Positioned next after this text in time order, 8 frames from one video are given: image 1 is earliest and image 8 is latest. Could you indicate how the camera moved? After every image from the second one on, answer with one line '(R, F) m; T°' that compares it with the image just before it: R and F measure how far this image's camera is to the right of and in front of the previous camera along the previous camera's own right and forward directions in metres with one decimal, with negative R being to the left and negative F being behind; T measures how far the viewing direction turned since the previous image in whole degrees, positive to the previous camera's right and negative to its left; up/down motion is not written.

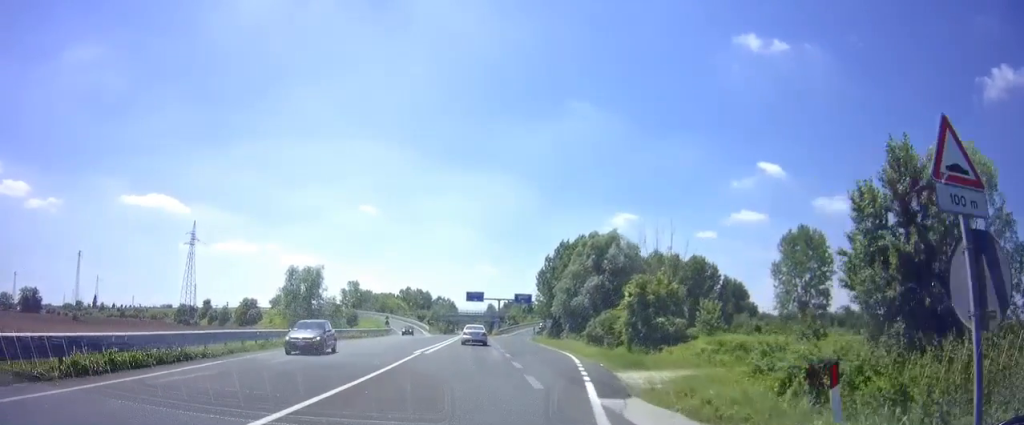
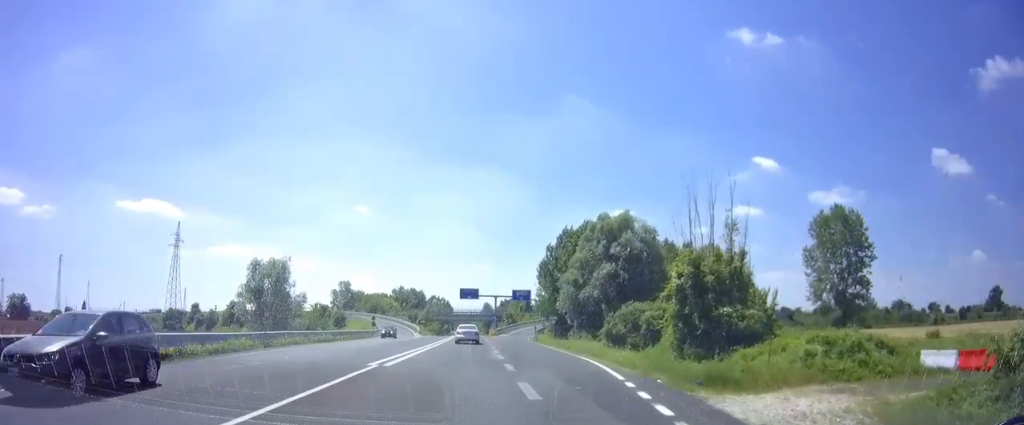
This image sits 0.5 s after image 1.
(+0.2, +7.6) m; 0°
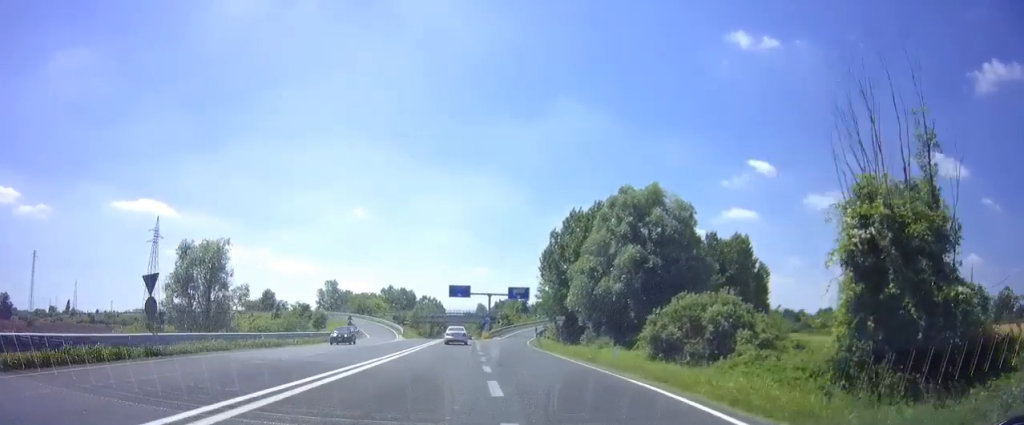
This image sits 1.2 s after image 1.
(-0.3, +11.5) m; 0°
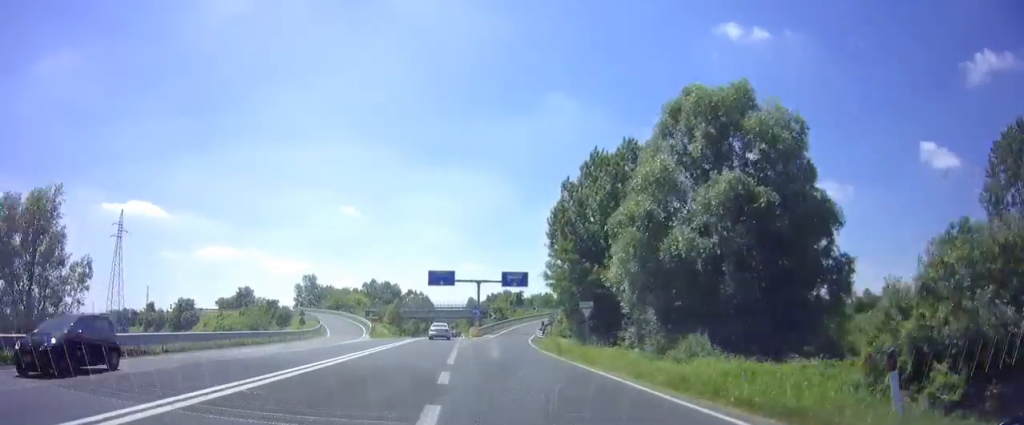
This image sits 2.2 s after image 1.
(+0.2, +16.4) m; +1°
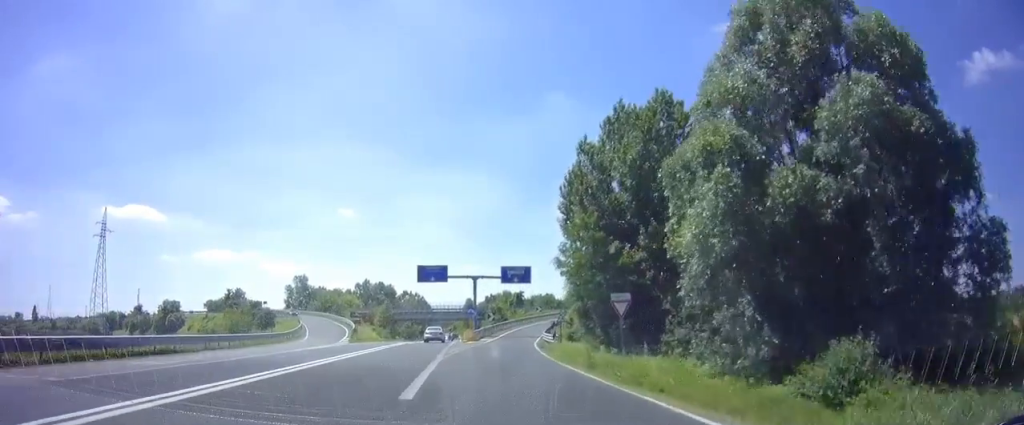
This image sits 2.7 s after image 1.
(+0.1, +8.2) m; +1°
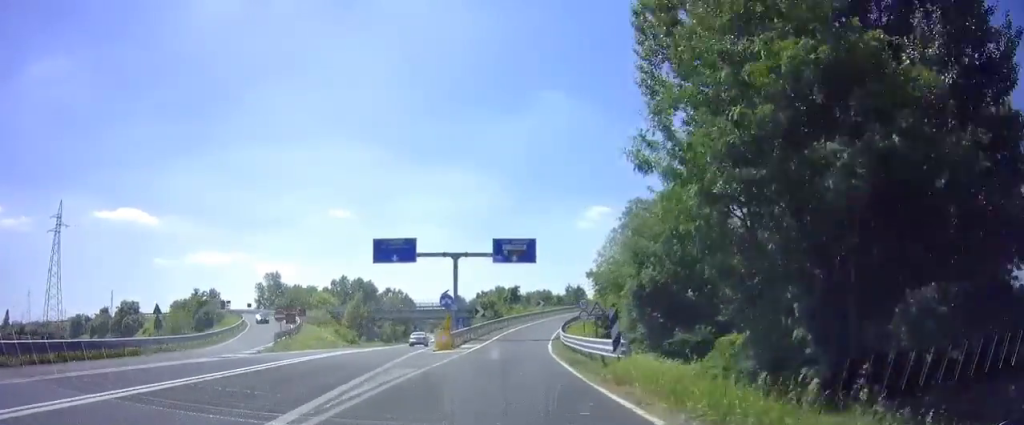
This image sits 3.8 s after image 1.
(0.0, +18.1) m; 0°
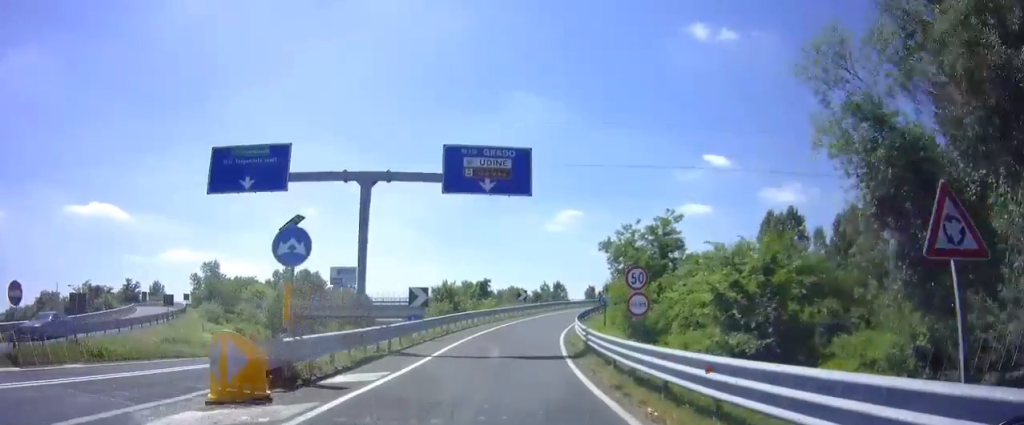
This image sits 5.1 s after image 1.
(+0.4, +22.3) m; +4°
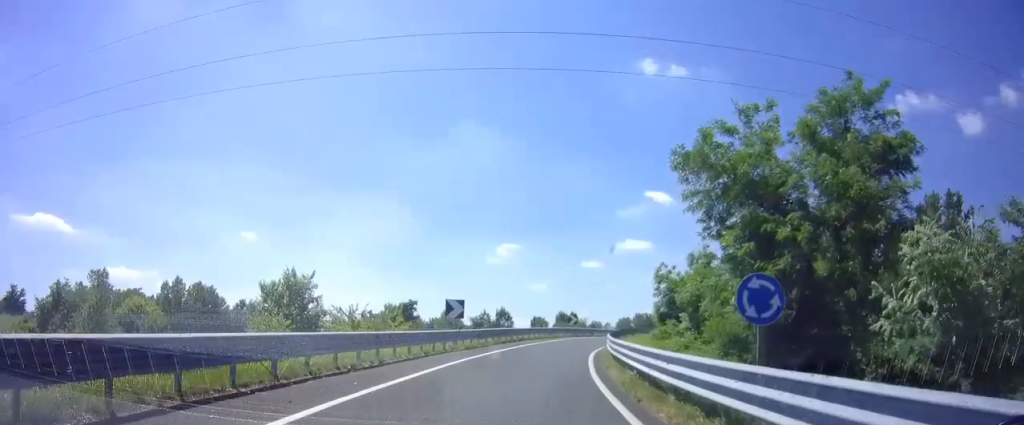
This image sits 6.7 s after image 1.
(+1.7, +24.7) m; +8°
